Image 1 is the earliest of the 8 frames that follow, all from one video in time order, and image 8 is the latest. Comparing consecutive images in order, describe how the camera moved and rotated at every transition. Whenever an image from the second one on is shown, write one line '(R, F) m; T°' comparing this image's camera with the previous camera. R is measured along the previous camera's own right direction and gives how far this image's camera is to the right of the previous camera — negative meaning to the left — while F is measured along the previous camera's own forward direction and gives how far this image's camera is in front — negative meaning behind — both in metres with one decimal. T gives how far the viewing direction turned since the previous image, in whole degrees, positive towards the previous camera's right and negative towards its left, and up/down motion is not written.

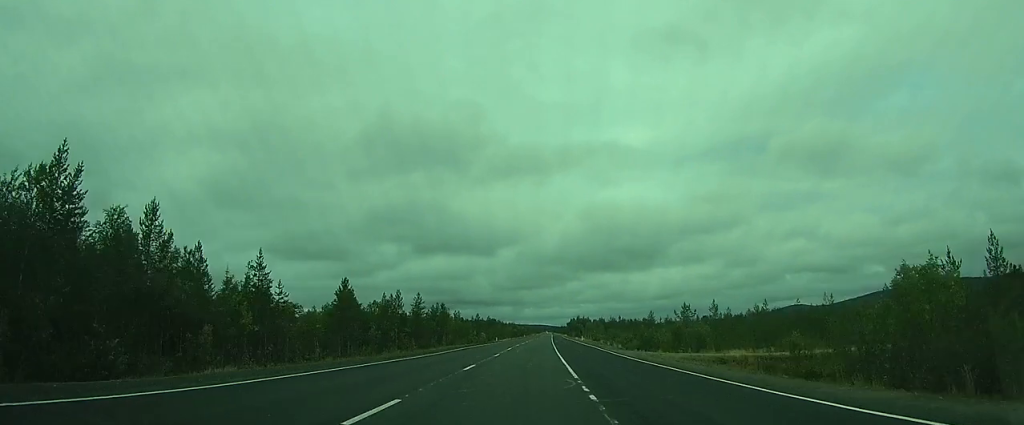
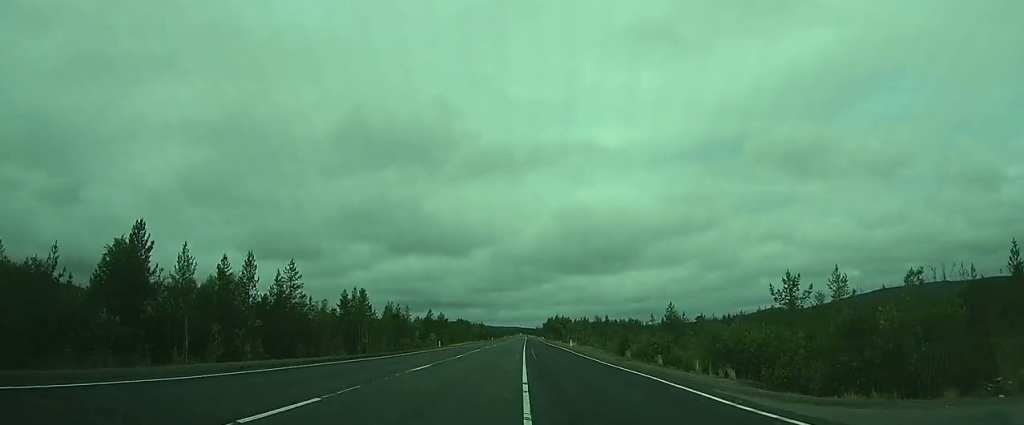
(+0.1, +30.6) m; 0°
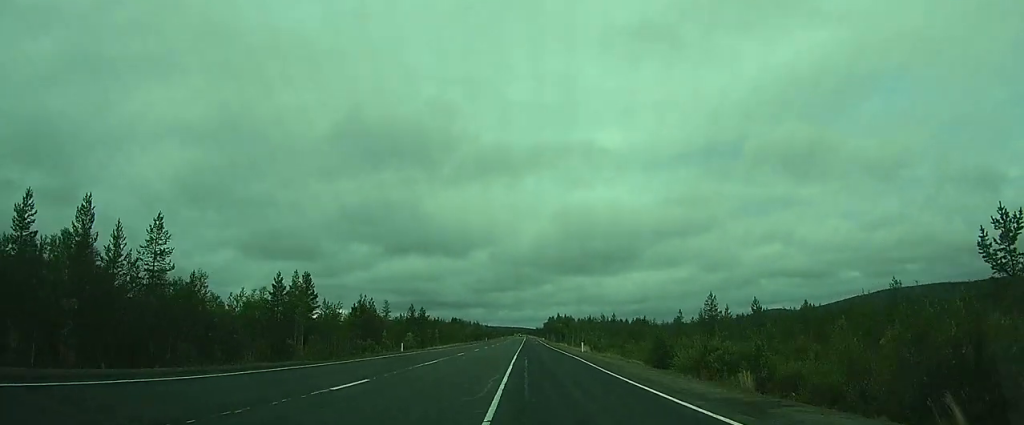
(0.0, +18.3) m; 0°
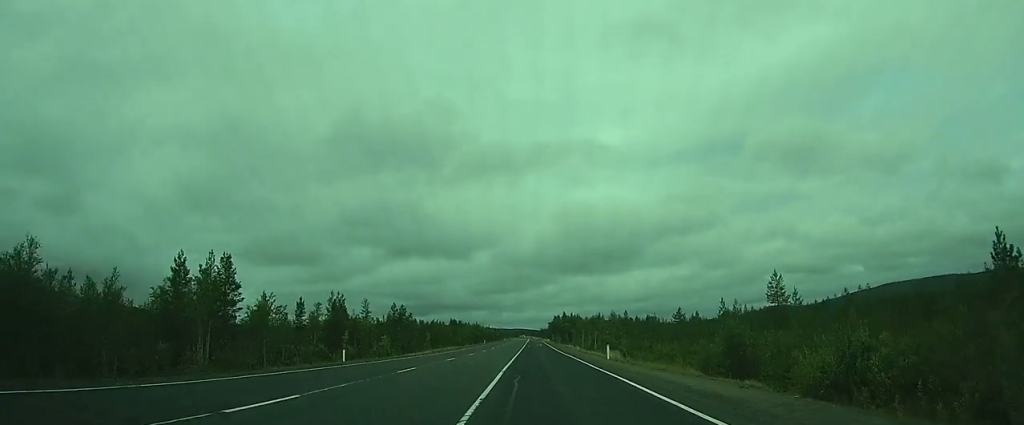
(0.0, +17.1) m; 0°
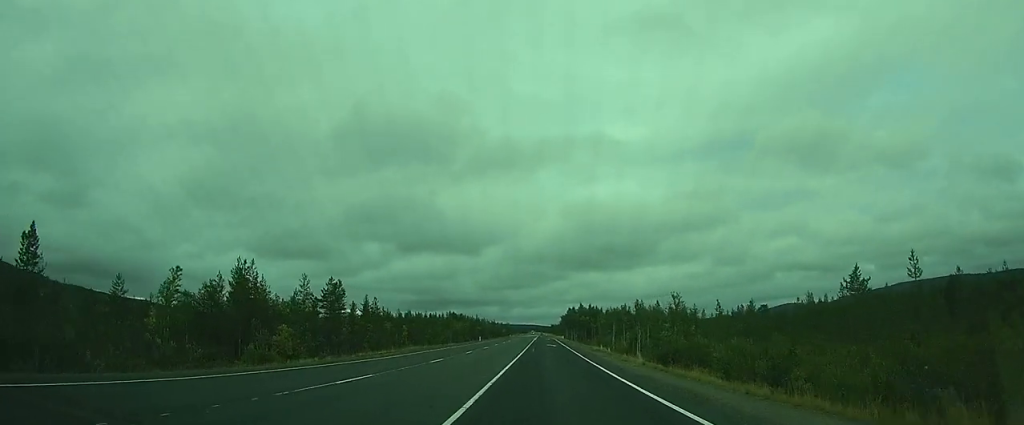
(0.0, +34.2) m; 0°
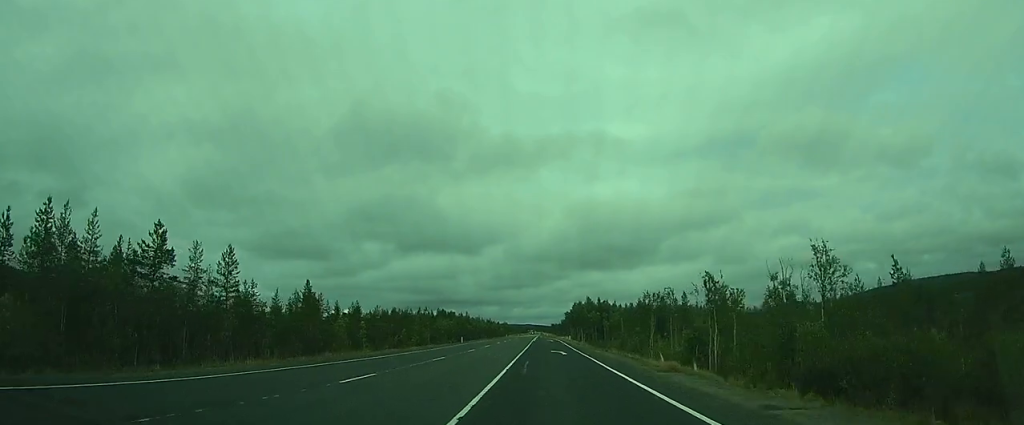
(0.0, +27.2) m; 0°
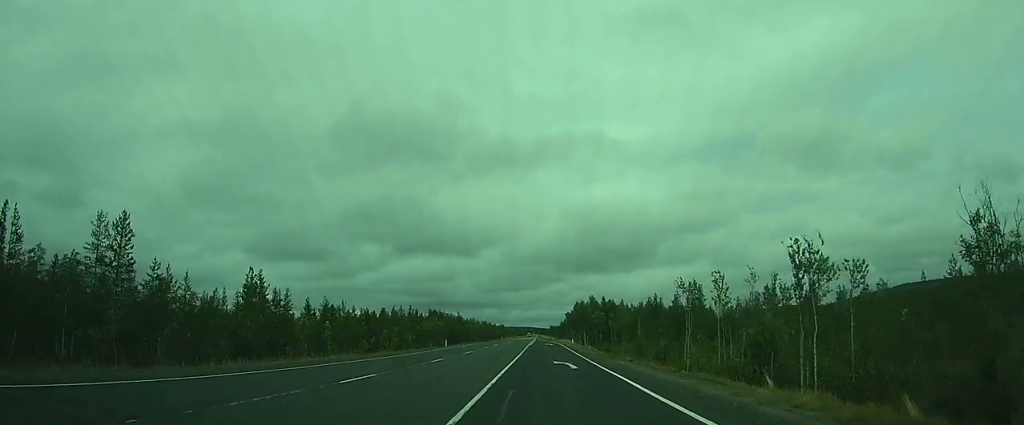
(0.0, +13.2) m; 0°
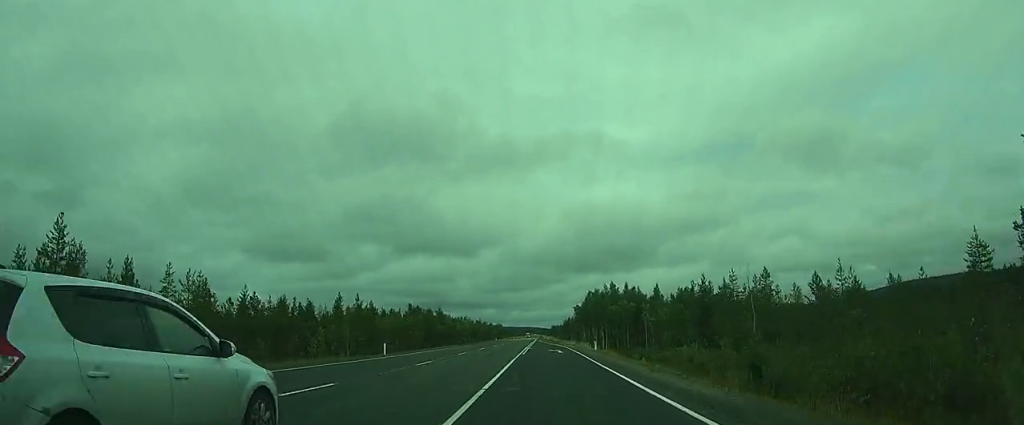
(0.0, +29.2) m; 0°
